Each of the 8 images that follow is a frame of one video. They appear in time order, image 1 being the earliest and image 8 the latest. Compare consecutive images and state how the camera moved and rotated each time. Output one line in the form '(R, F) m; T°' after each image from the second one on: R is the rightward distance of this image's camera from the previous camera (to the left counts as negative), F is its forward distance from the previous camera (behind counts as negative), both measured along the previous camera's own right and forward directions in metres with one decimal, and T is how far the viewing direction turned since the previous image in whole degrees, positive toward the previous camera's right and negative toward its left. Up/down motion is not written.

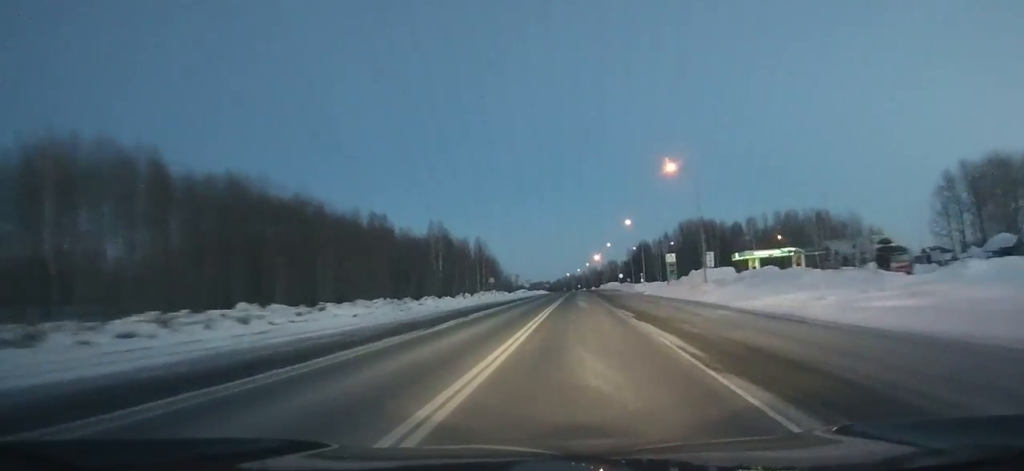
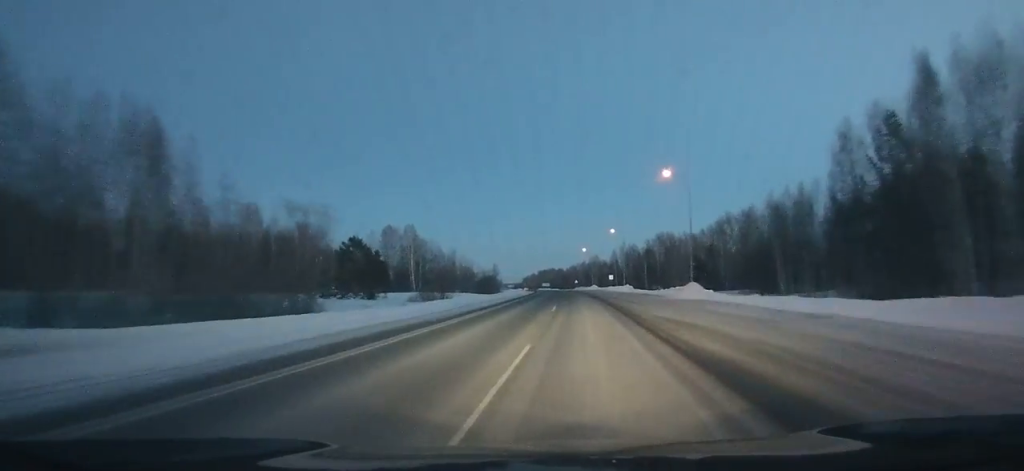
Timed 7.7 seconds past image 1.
(-3.9, +188.4) m; -3°
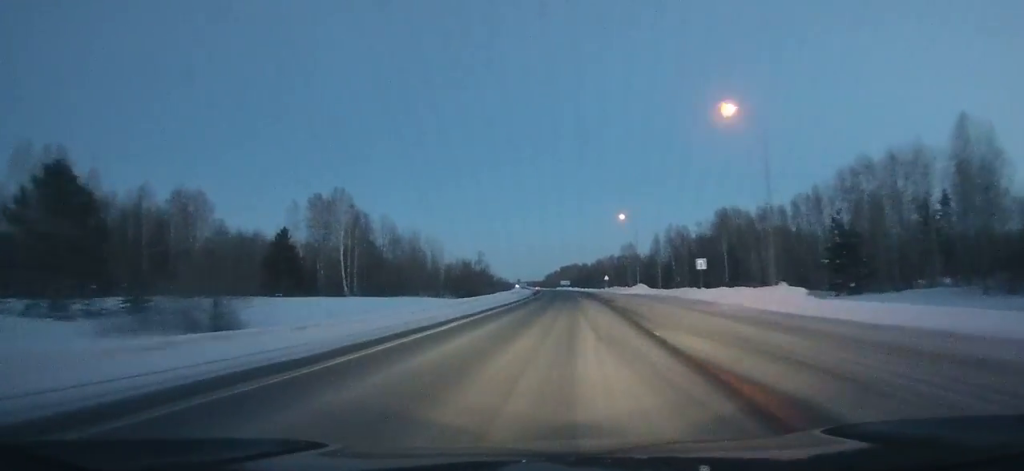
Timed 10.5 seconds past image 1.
(-0.9, +69.9) m; -2°
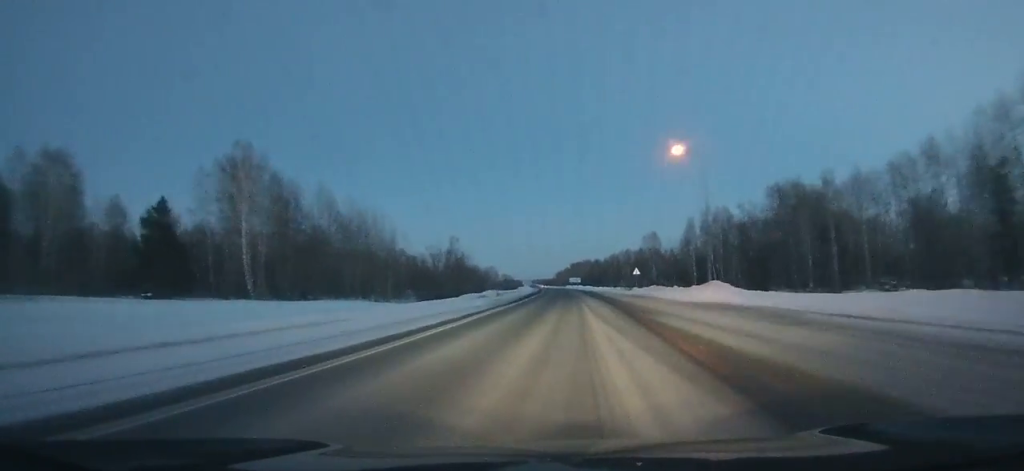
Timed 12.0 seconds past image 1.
(-0.2, +37.9) m; -1°
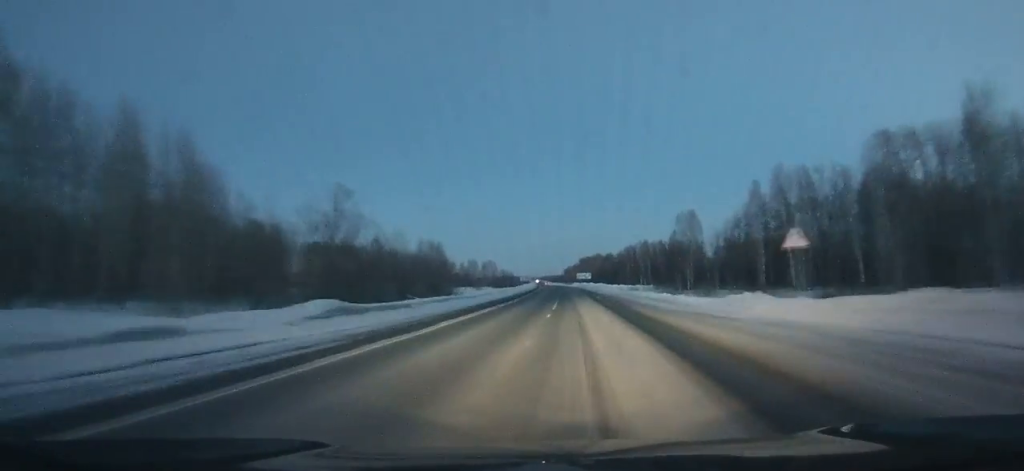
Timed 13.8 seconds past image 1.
(-0.8, +46.5) m; -1°
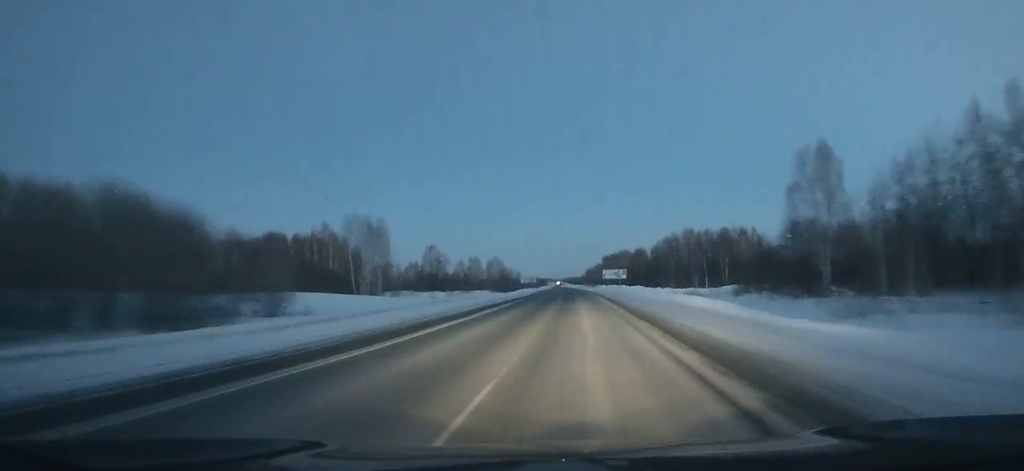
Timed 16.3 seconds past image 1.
(-1.0, +65.3) m; -2°
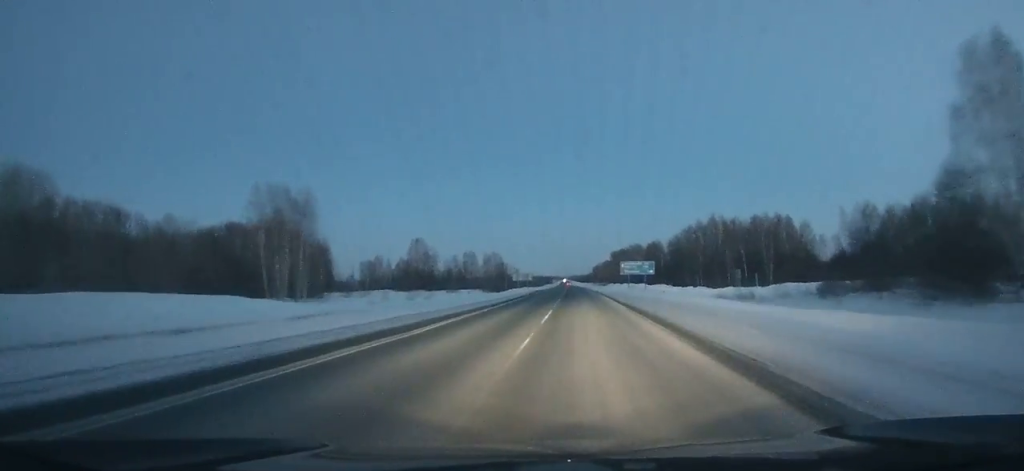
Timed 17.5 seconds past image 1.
(-0.3, +31.6) m; -1°
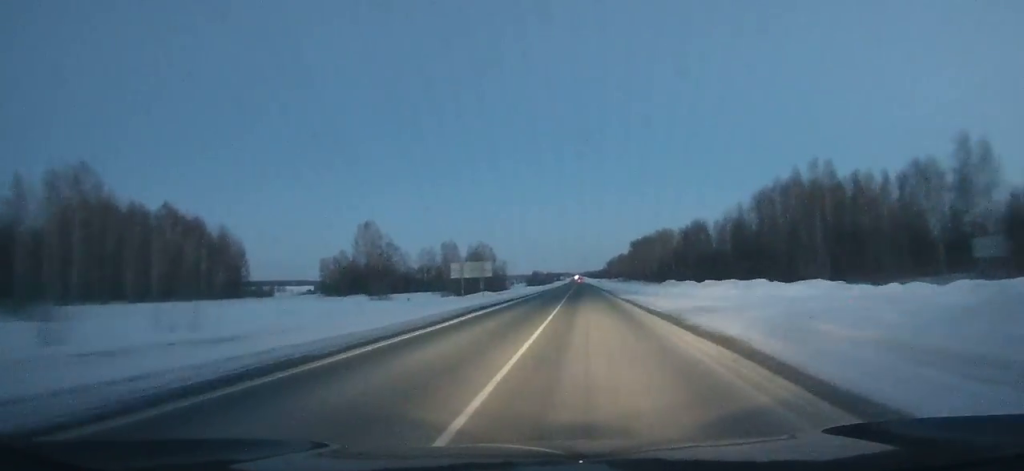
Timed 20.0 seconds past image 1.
(-0.8, +66.8) m; -1°
